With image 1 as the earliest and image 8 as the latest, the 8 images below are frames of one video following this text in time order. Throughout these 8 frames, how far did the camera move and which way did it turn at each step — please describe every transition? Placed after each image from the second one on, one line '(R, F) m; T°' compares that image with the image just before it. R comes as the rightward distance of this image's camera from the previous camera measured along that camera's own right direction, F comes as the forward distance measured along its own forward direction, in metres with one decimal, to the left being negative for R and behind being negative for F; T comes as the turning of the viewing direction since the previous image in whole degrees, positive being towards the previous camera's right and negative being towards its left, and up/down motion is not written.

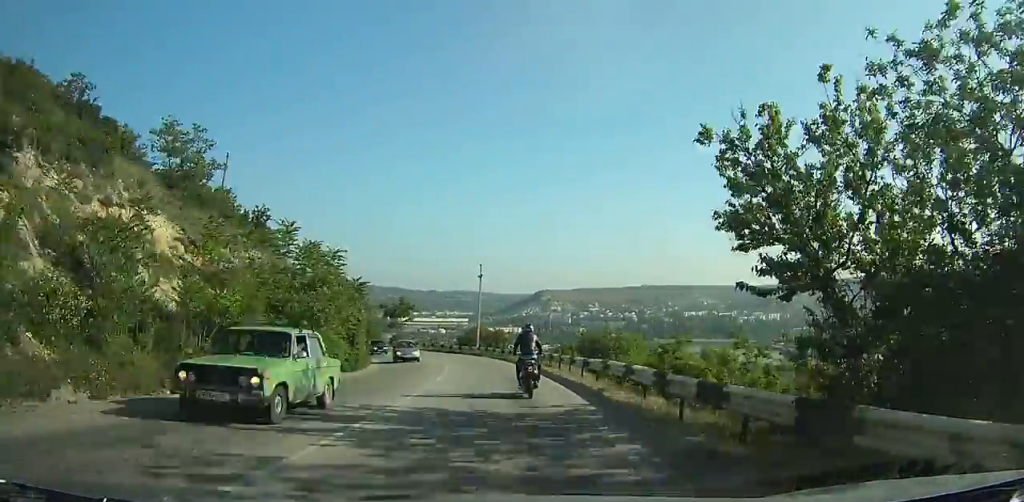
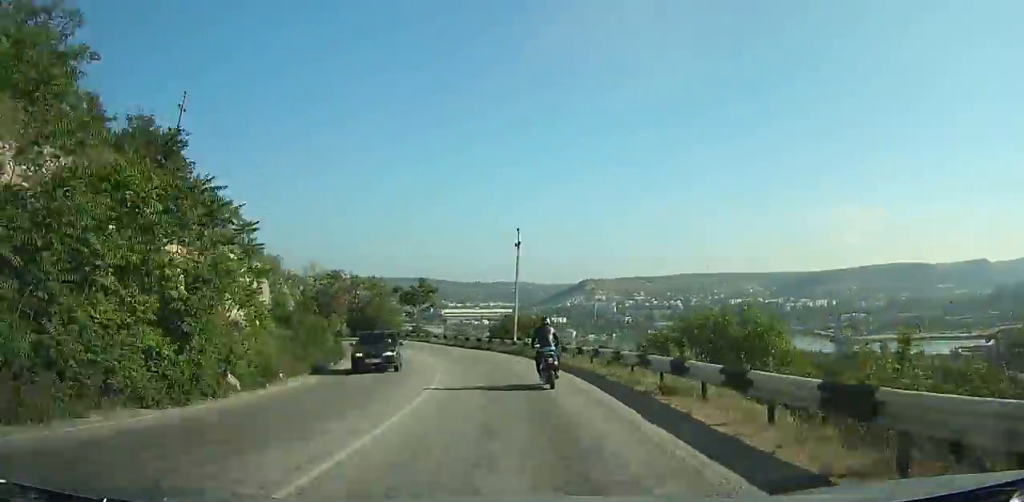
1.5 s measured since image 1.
(0.0, +14.6) m; 0°
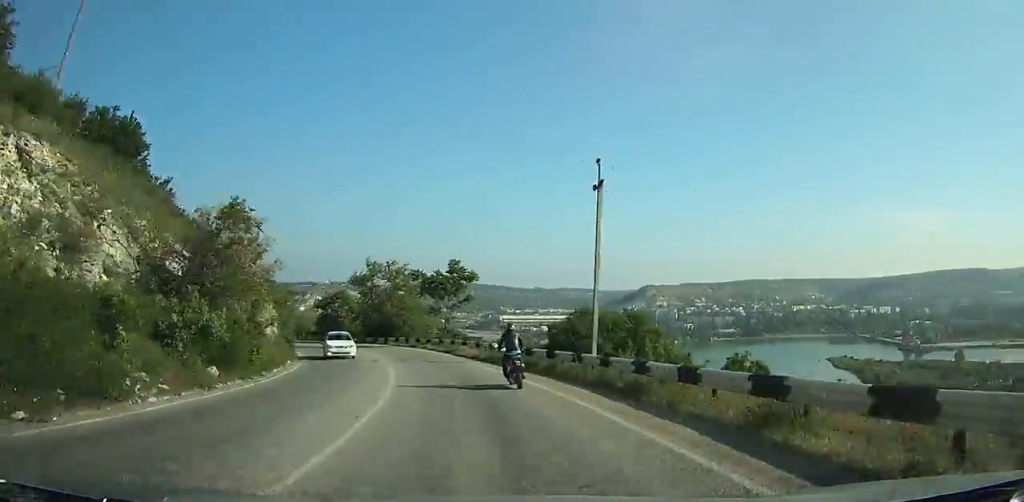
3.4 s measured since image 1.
(0.0, +18.4) m; 0°
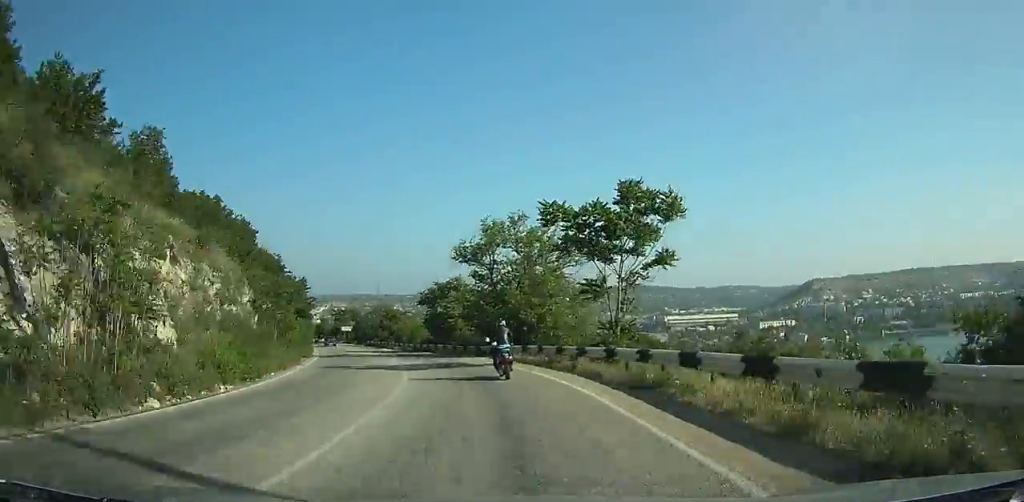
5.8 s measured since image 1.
(0.0, +23.2) m; 0°
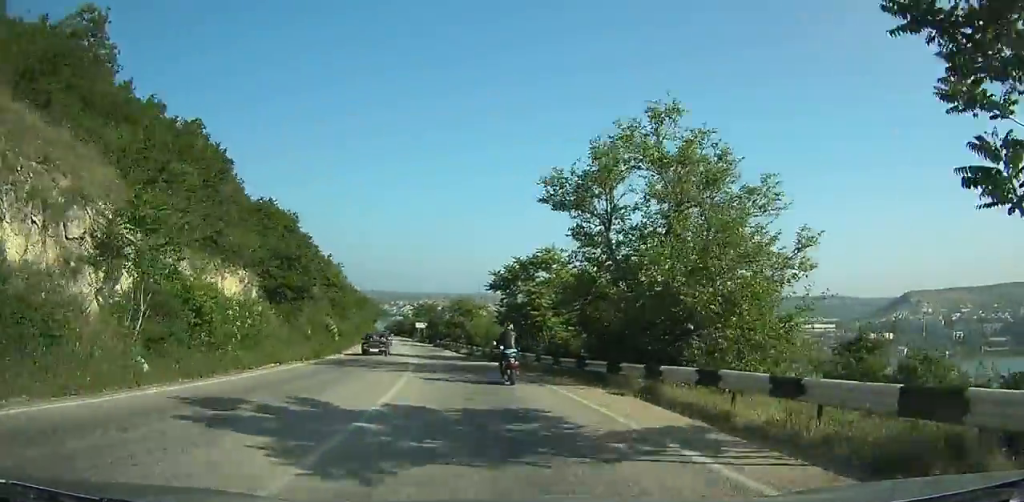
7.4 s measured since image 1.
(0.0, +15.5) m; 0°
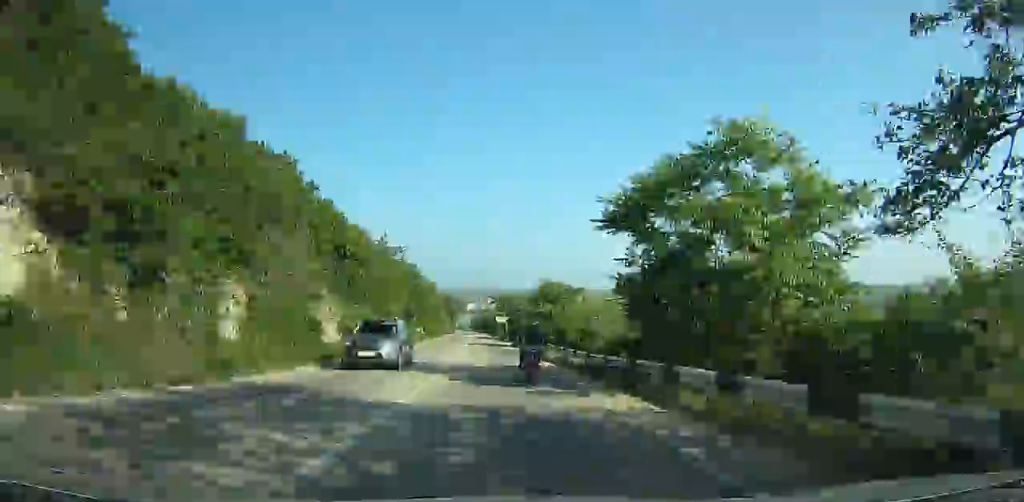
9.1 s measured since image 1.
(0.0, +16.5) m; 0°
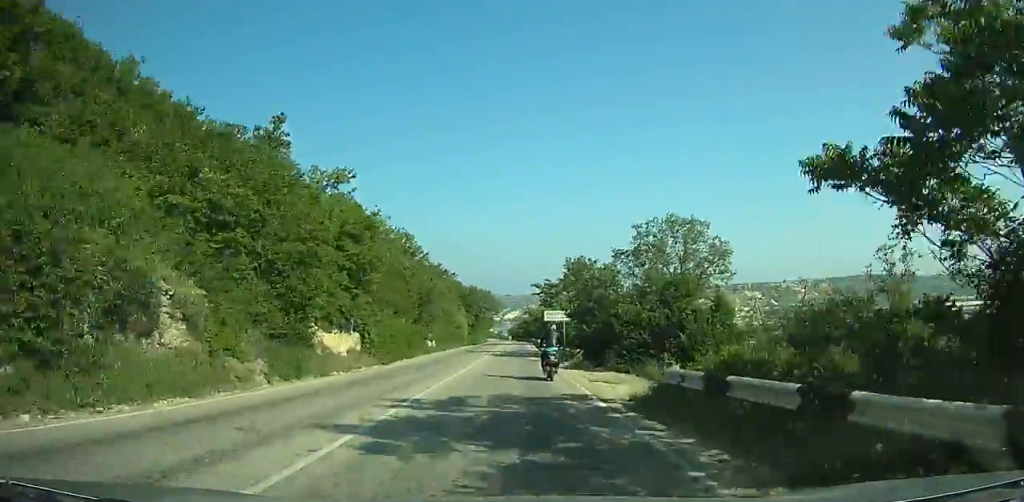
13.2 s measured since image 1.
(0.0, +40.0) m; 0°
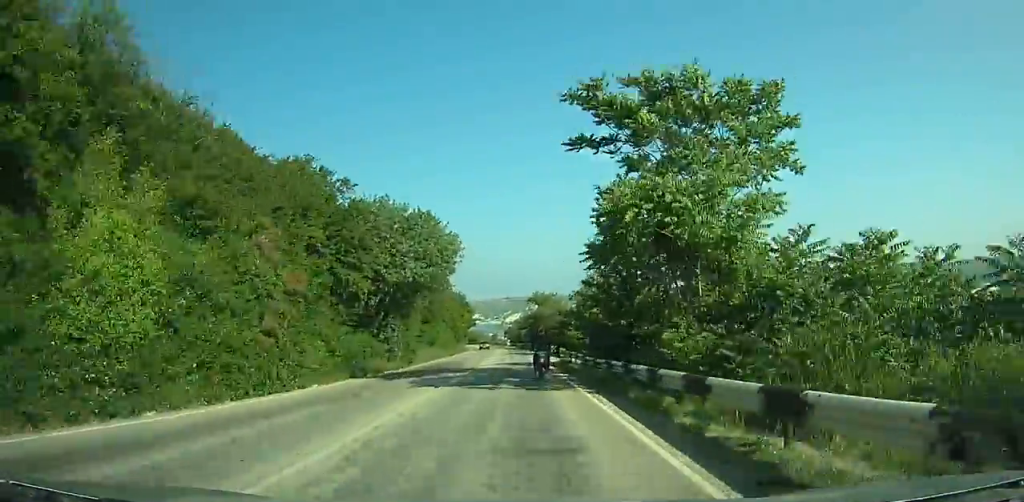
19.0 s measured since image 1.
(0.0, +58.2) m; 0°
